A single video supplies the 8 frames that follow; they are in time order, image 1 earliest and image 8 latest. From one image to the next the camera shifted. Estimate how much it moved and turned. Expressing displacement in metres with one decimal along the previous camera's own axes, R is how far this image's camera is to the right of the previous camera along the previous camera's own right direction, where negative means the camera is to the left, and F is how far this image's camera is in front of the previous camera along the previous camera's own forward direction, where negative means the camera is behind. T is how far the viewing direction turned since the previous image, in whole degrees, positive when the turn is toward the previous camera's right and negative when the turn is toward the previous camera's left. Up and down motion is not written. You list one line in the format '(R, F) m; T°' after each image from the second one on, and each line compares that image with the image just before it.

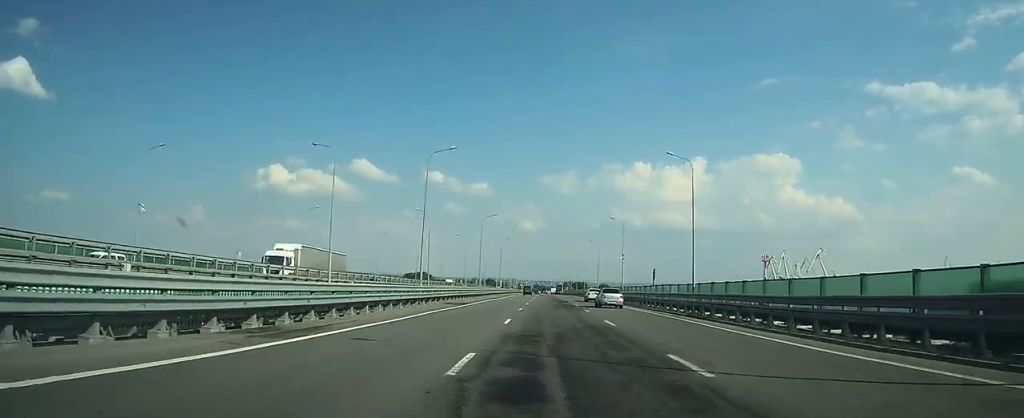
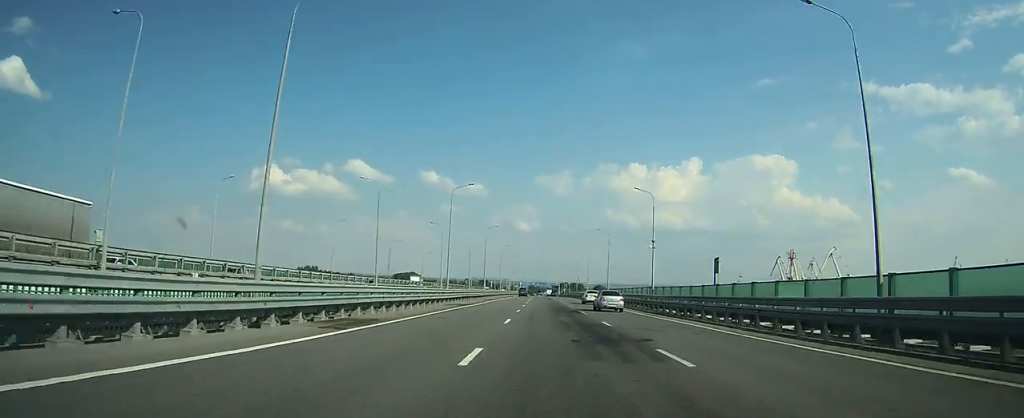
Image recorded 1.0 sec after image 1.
(0.0, +22.3) m; 0°
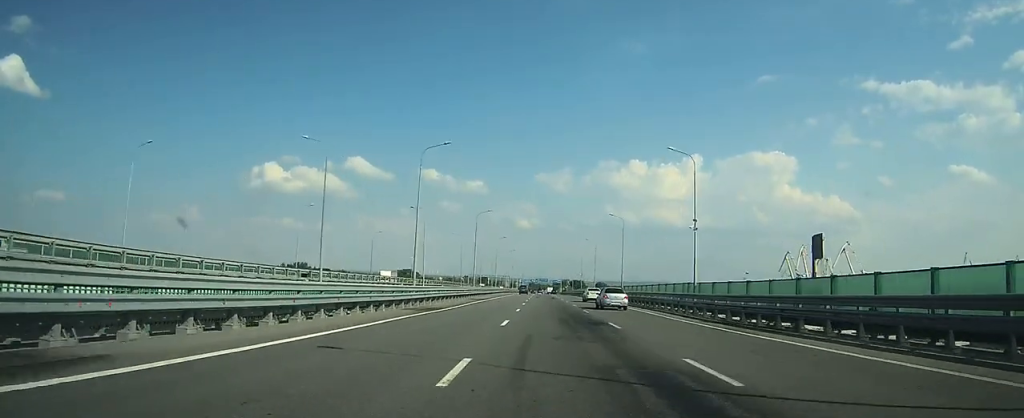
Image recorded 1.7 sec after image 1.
(0.0, +13.9) m; 0°
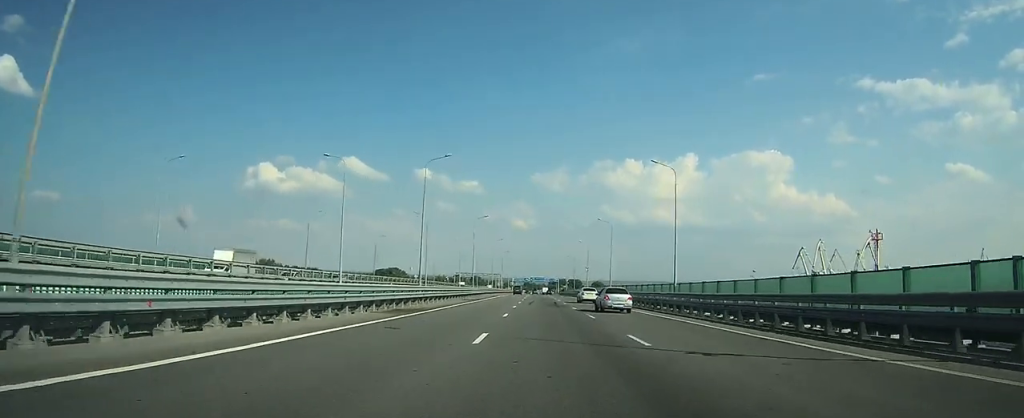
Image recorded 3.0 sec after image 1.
(0.0, +29.6) m; 0°
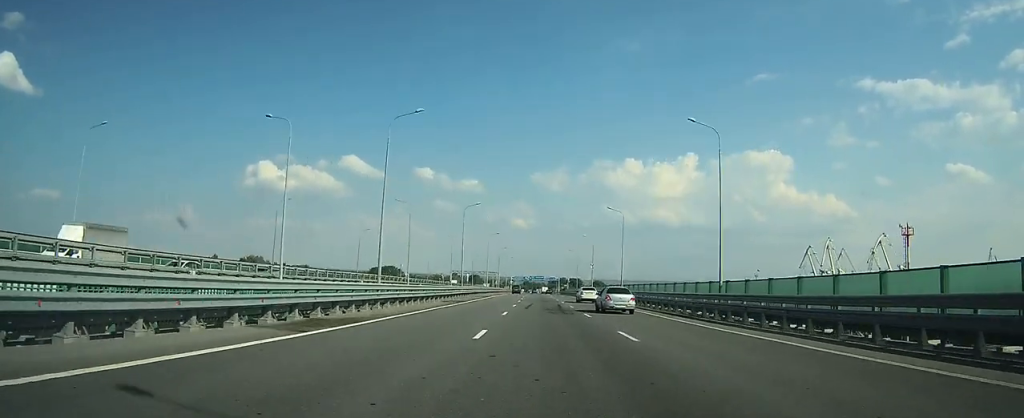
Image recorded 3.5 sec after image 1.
(0.0, +10.6) m; 0°
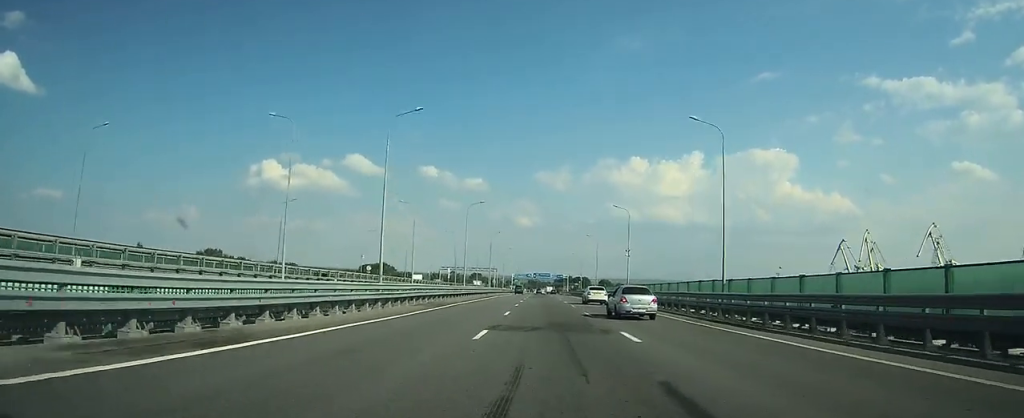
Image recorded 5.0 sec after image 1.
(+0.1, +35.3) m; 0°
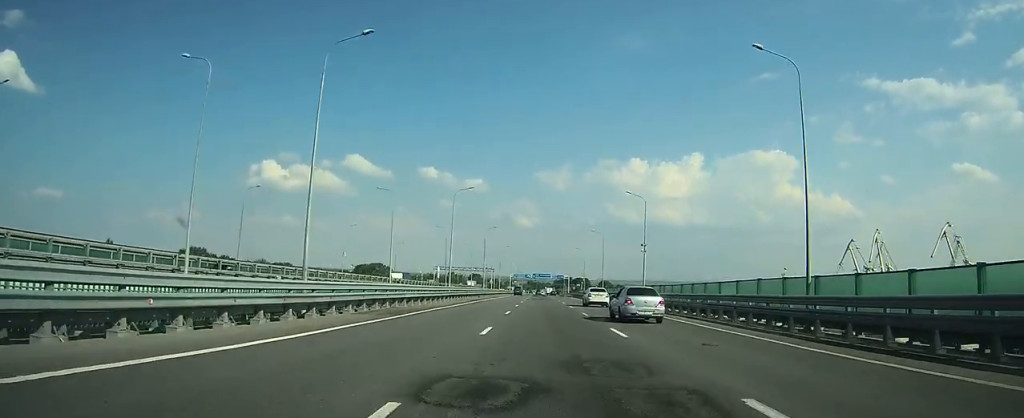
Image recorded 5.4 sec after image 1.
(0.0, +10.2) m; 0°
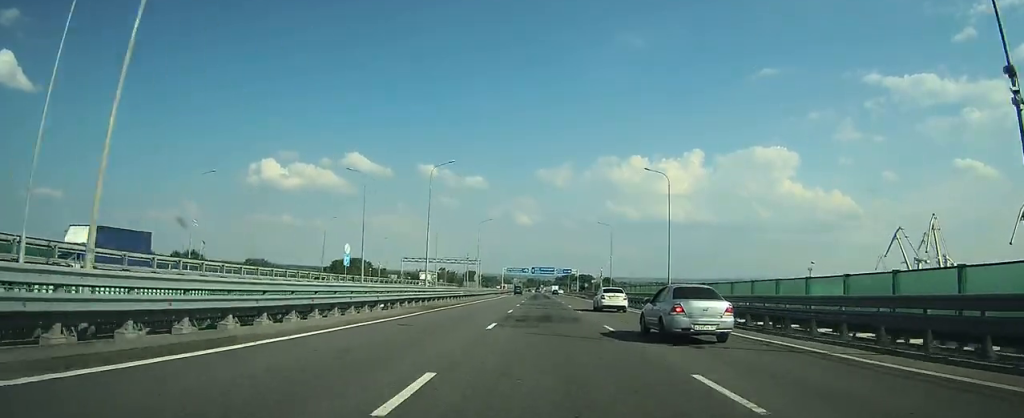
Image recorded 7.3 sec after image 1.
(+0.2, +45.2) m; 0°
